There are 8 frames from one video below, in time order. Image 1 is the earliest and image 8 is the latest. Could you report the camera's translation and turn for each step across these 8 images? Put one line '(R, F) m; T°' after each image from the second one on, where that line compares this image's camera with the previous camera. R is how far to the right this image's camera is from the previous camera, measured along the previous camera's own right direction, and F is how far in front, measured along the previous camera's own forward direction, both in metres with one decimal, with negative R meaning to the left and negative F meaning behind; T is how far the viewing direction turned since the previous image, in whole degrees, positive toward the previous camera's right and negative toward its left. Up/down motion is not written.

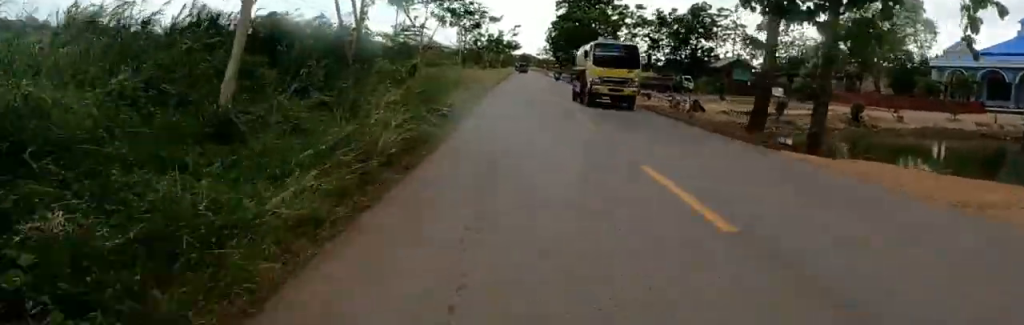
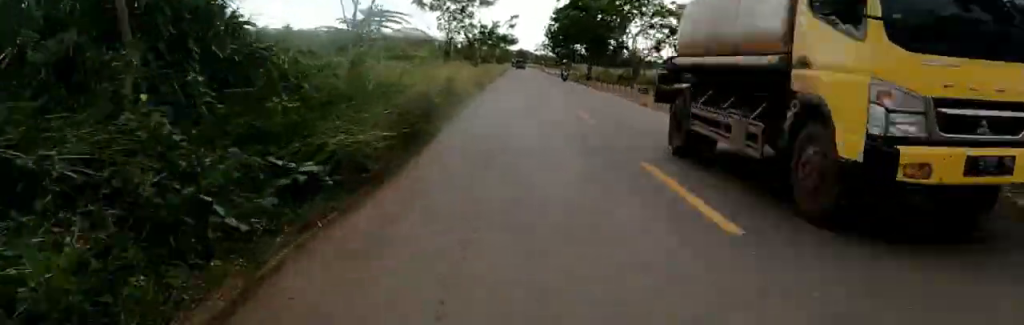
(0.0, +8.1) m; 0°
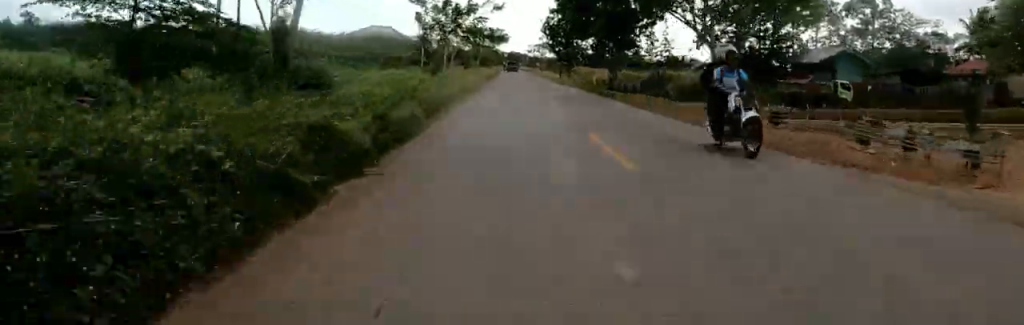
(0.0, +21.8) m; 0°
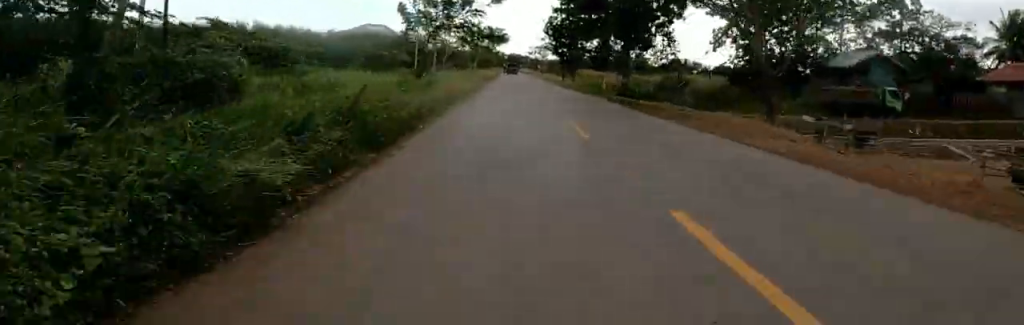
(0.0, +5.5) m; 0°
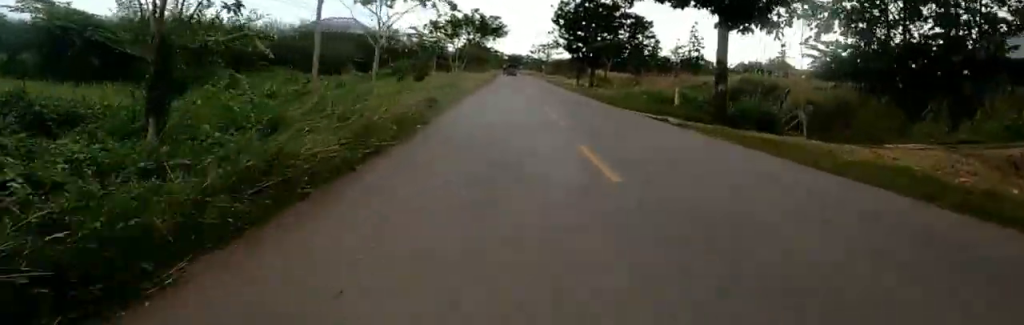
(0.0, +19.8) m; 0°
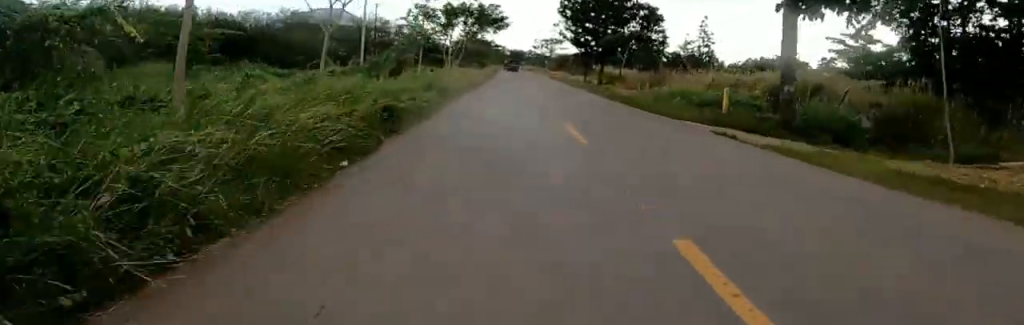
(0.0, +6.0) m; 0°
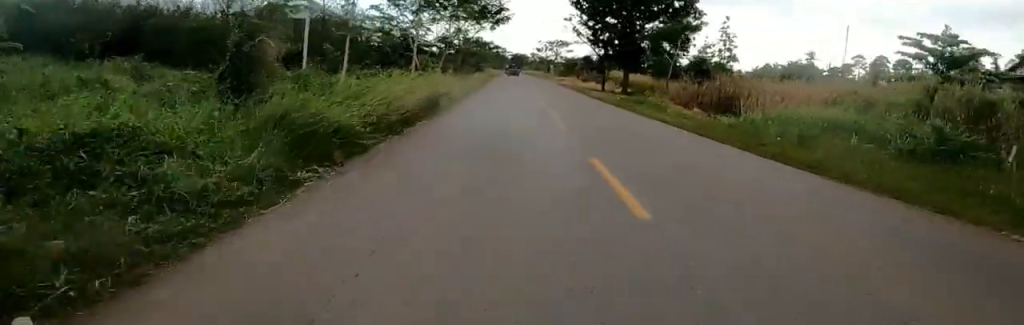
(0.0, +12.4) m; 0°
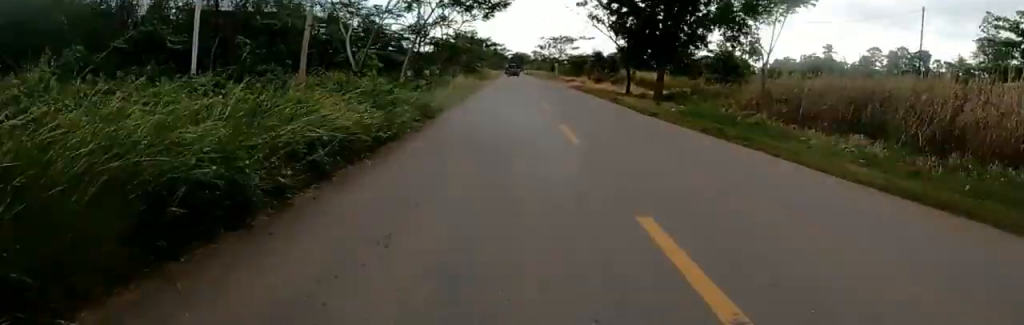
(0.0, +11.5) m; 0°
